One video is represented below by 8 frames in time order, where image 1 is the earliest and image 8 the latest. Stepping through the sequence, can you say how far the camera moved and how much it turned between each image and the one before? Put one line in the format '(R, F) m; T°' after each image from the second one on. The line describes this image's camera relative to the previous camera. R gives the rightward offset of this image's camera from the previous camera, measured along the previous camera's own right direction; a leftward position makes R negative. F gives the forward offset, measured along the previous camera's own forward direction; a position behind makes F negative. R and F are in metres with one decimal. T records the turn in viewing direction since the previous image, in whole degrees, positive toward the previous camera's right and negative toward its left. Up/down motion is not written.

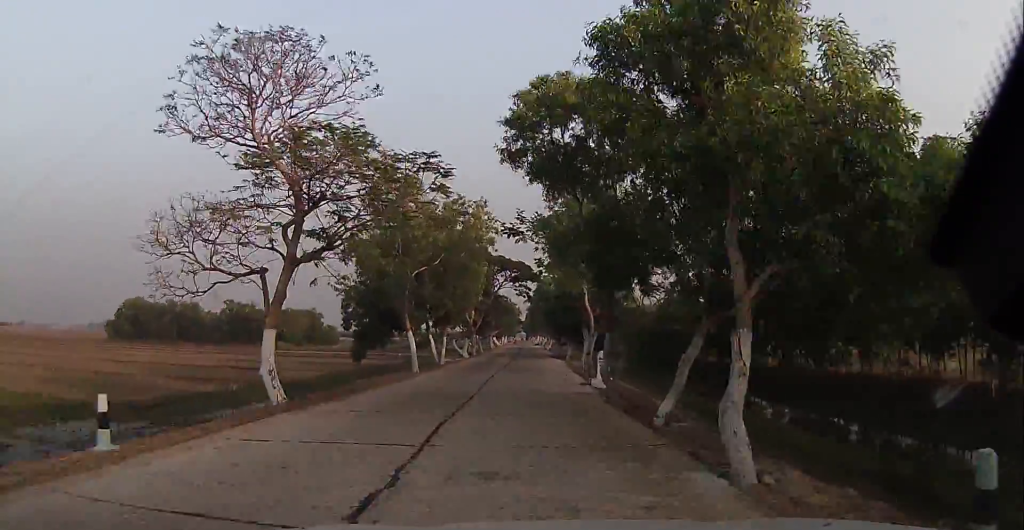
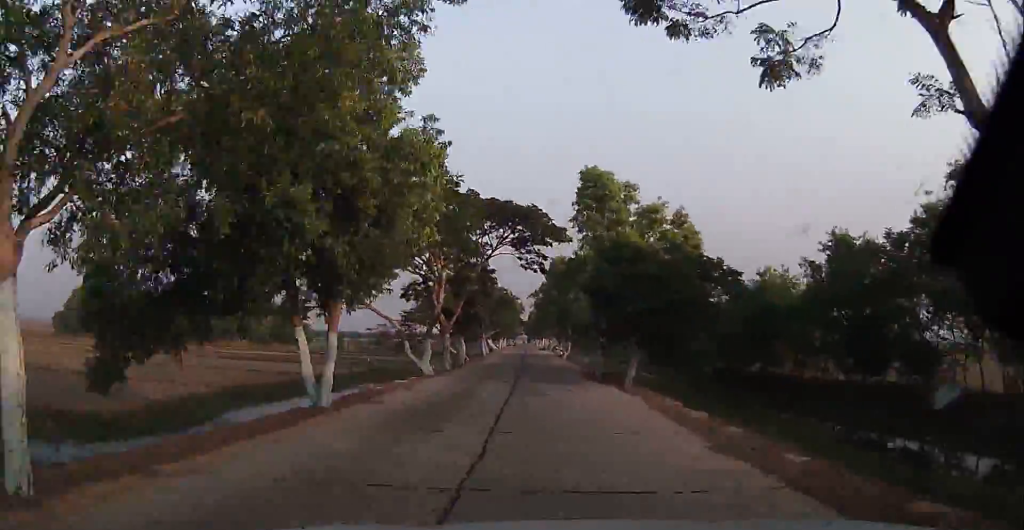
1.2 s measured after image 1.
(+0.8, +26.2) m; +2°
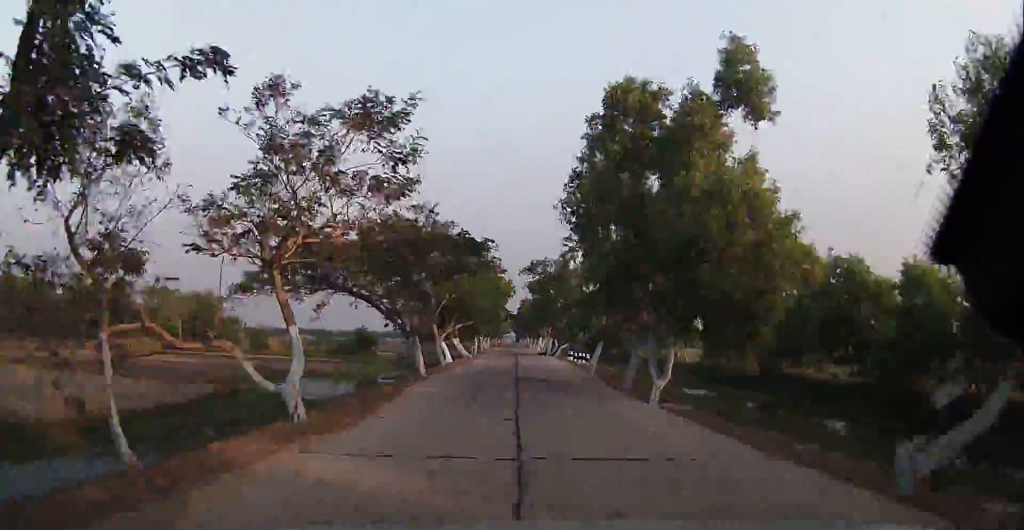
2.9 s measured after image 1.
(-0.2, +38.8) m; -1°
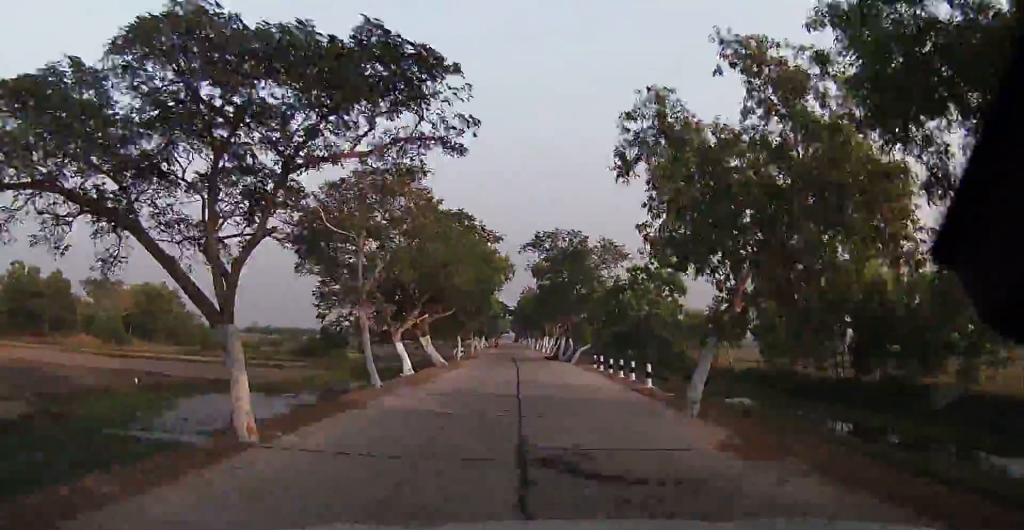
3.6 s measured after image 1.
(-0.1, +18.6) m; +1°
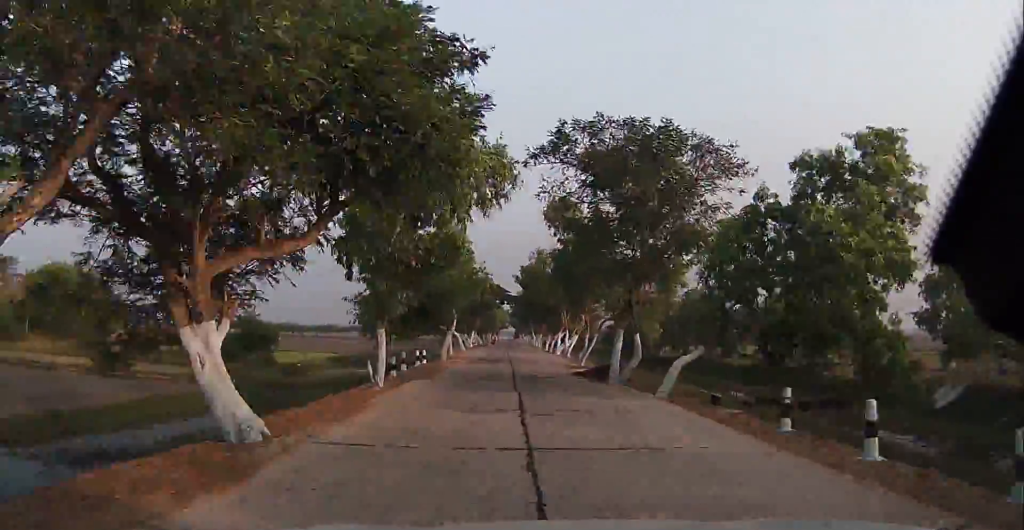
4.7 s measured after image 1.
(+0.5, +26.4) m; 0°
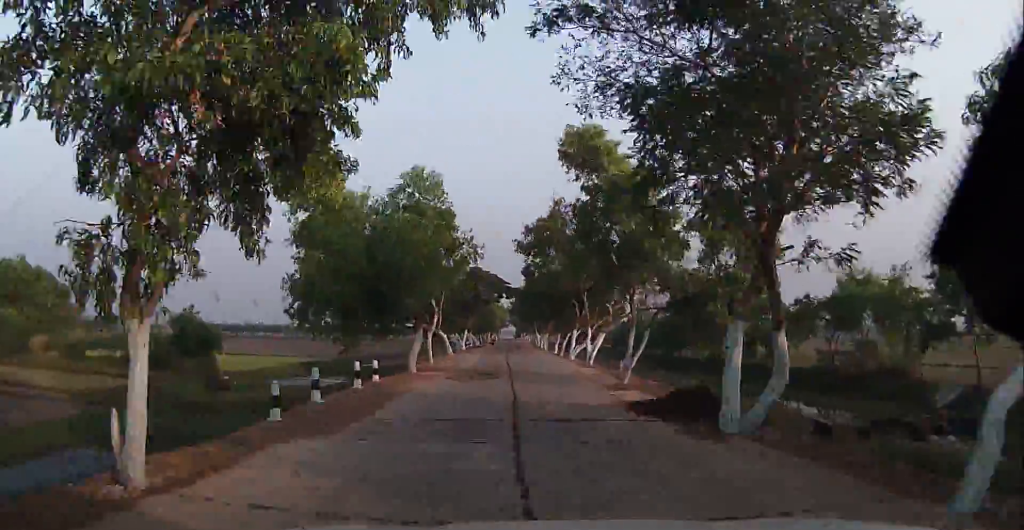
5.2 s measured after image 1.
(-0.3, +12.3) m; 0°
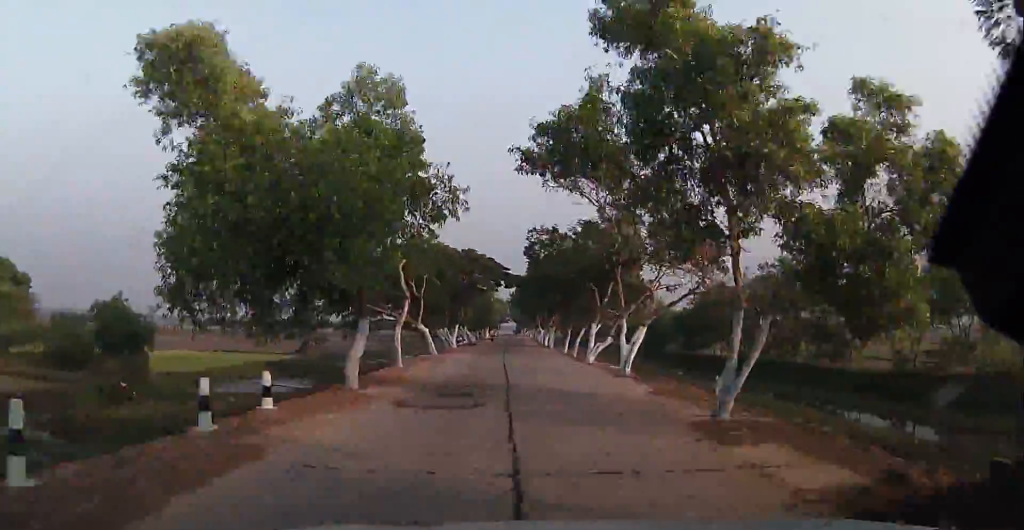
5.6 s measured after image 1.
(-0.2, +9.9) m; 0°
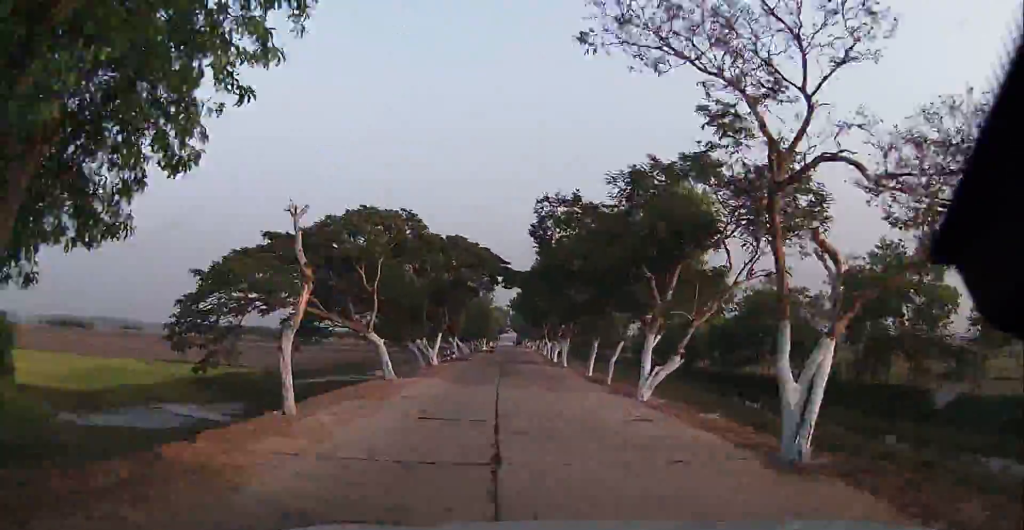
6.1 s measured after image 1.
(+0.1, +13.1) m; 0°
